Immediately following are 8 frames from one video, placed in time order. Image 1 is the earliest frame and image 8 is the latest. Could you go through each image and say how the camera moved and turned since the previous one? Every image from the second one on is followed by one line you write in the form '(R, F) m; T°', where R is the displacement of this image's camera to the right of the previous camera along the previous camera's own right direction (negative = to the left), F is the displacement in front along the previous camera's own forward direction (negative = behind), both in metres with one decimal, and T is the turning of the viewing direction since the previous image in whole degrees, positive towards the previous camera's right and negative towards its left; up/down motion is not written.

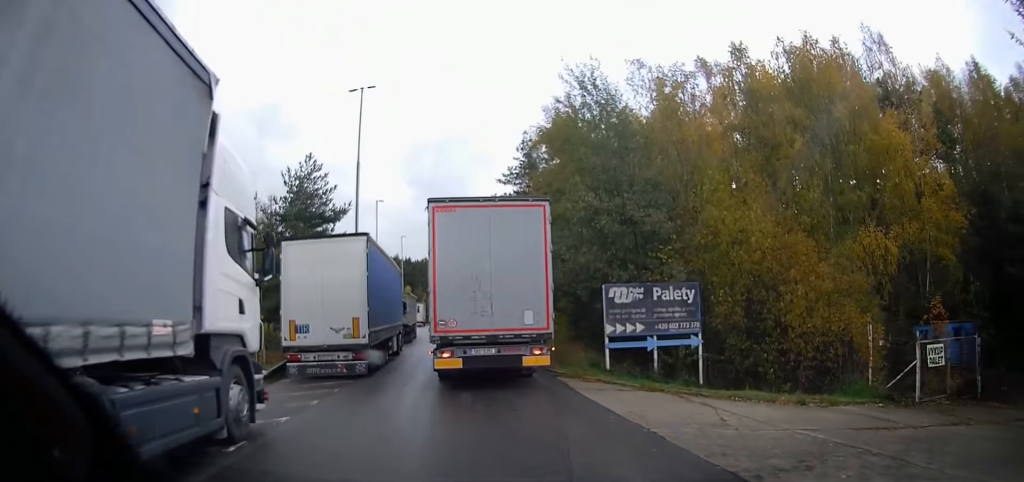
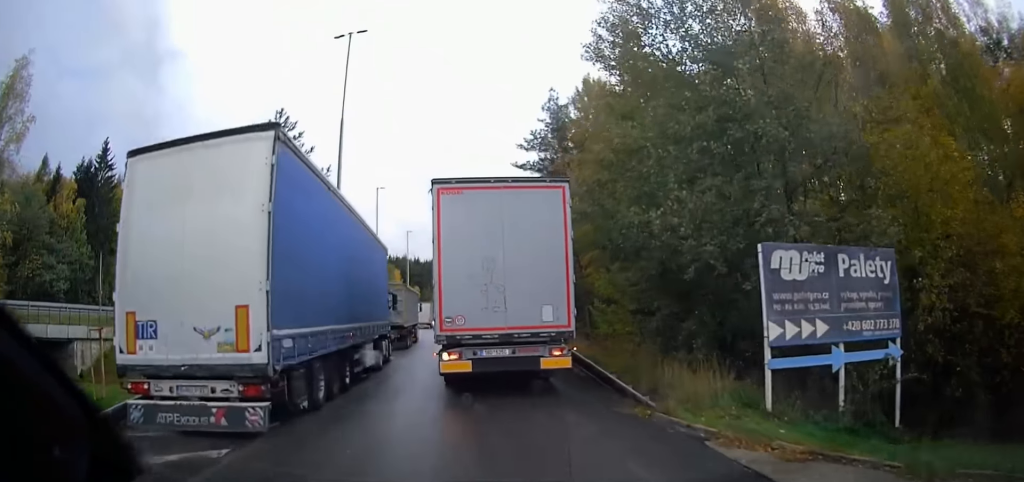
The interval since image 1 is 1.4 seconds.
(+0.2, +9.8) m; +5°
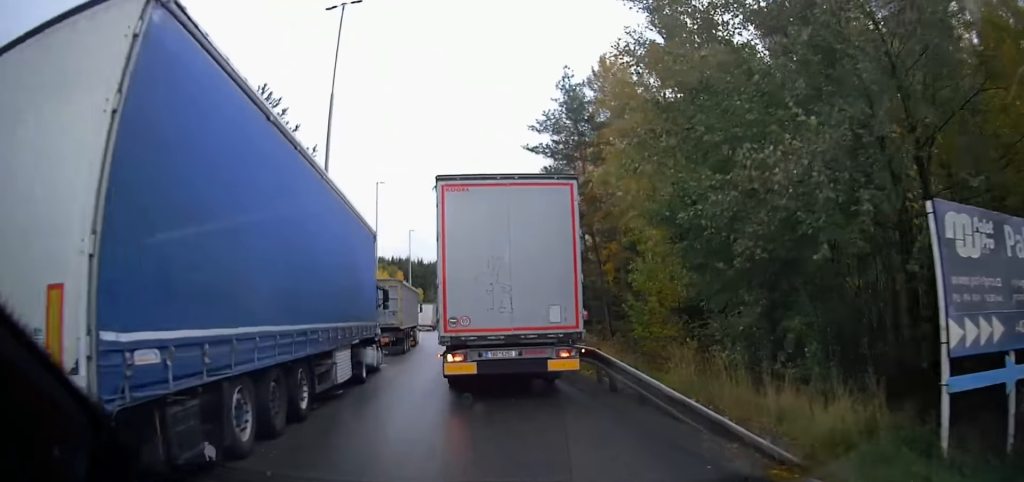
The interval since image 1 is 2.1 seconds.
(+0.1, +4.5) m; +2°
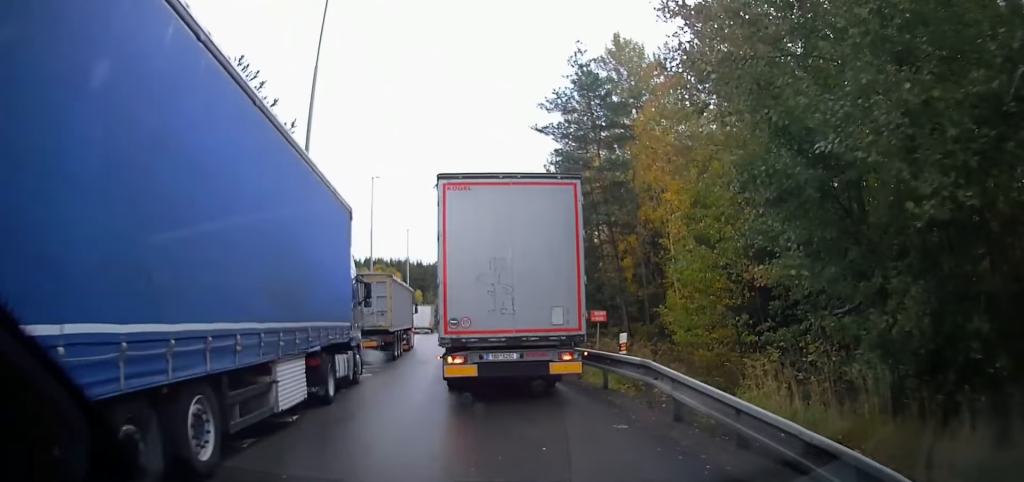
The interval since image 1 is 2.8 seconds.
(-0.1, +4.3) m; +1°
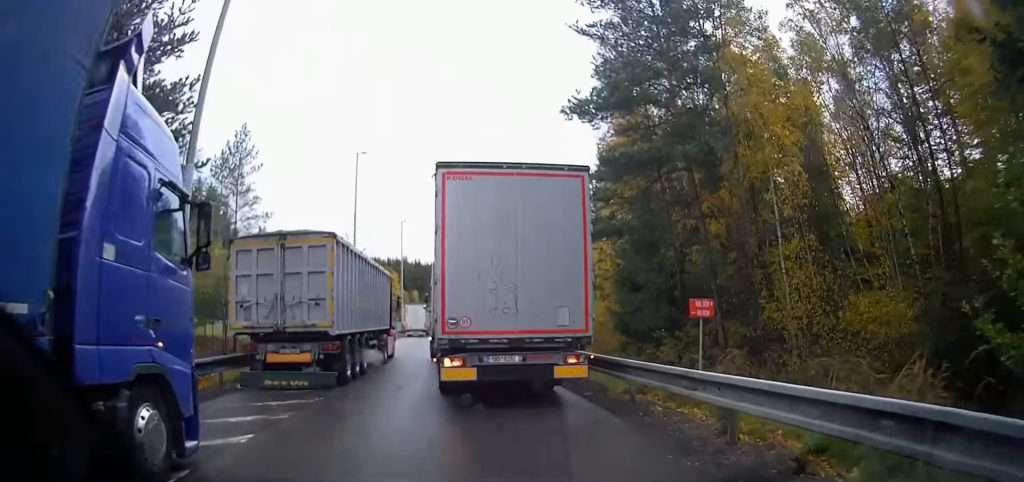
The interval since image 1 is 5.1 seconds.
(+1.3, +11.3) m; +9°
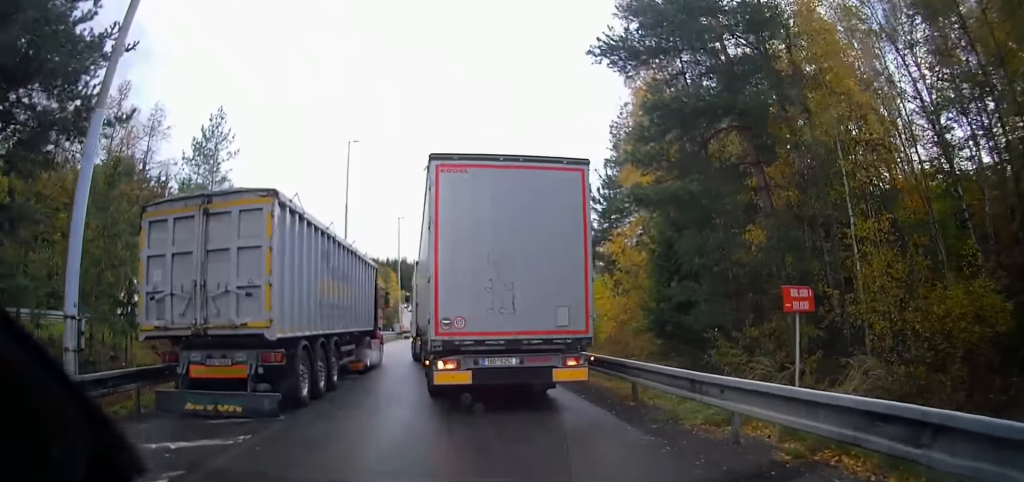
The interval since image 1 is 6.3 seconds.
(-0.1, +4.3) m; +1°
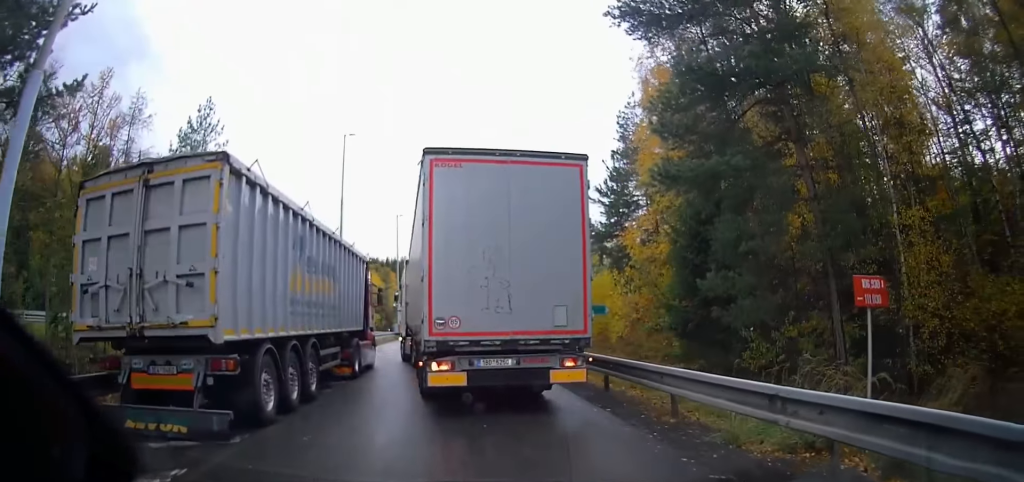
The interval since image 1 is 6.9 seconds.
(0.0, +2.0) m; +1°
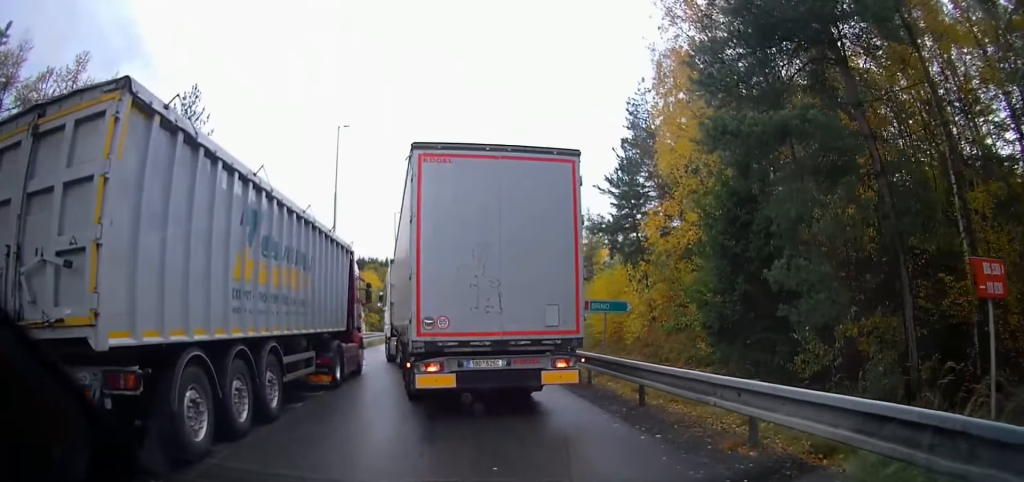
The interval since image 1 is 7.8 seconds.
(+0.2, +2.4) m; 0°
